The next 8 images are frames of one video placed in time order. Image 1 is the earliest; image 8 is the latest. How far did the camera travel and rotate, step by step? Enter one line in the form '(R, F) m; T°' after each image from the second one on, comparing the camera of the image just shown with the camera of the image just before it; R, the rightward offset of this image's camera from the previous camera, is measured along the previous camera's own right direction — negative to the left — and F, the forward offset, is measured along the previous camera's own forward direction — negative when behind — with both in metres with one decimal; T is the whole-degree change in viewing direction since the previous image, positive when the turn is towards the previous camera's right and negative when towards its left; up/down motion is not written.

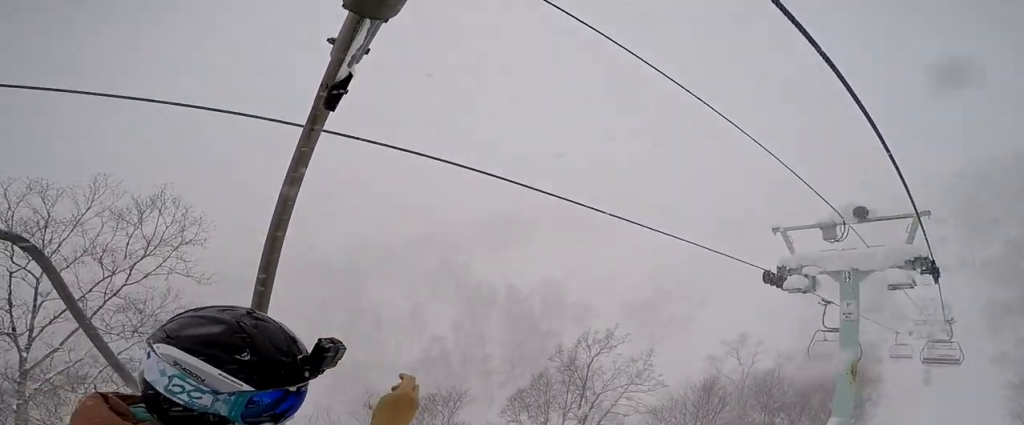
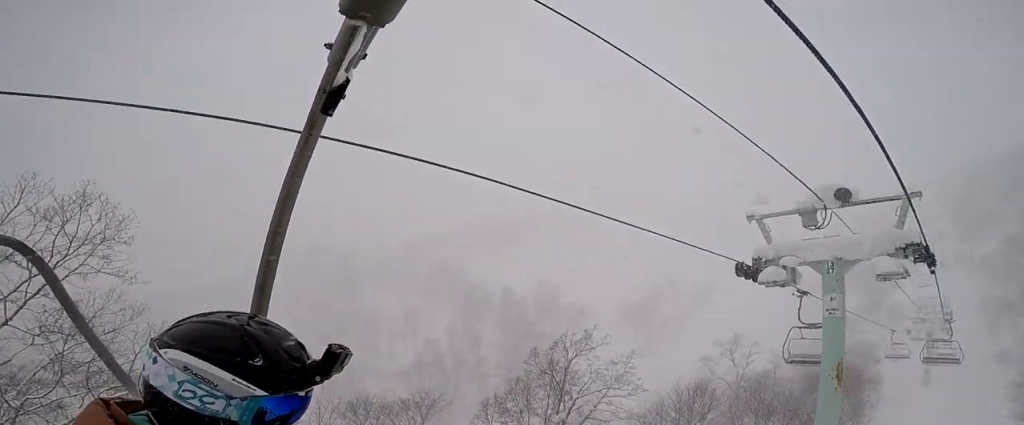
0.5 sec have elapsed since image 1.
(+0.3, +2.0) m; +5°
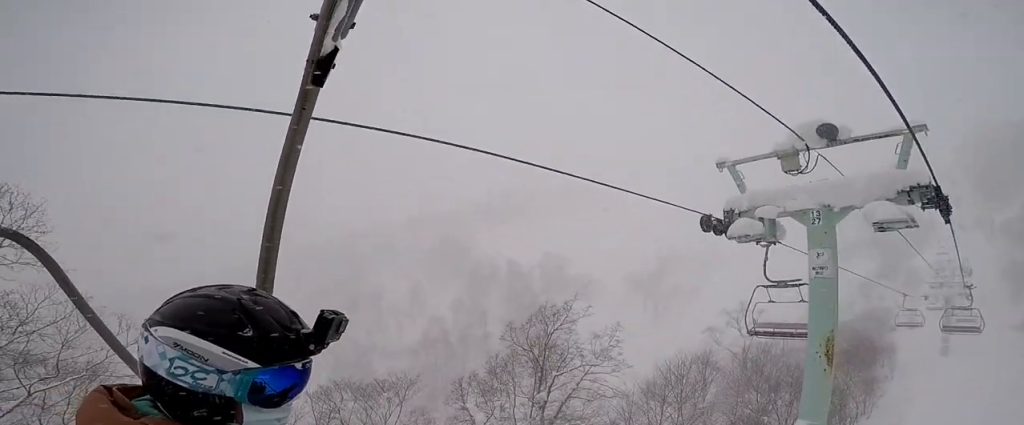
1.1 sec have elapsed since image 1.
(+0.2, +2.7) m; +1°
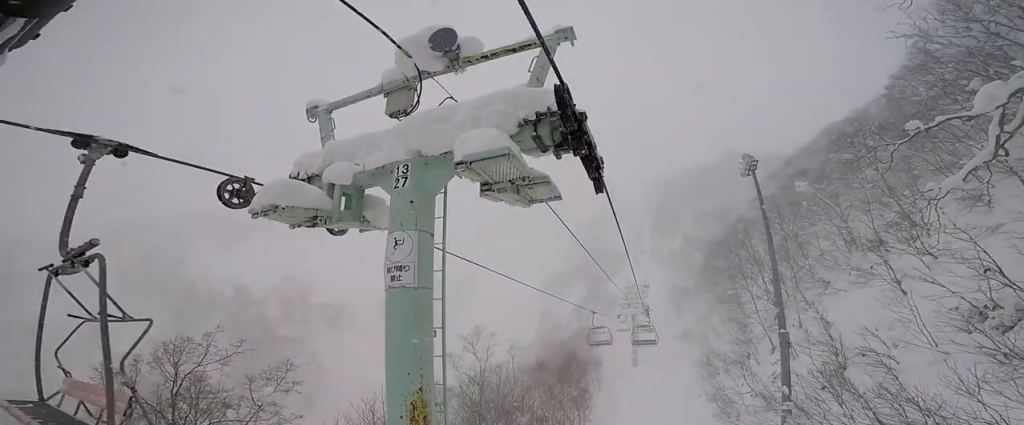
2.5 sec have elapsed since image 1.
(-0.6, +5.5) m; -7°
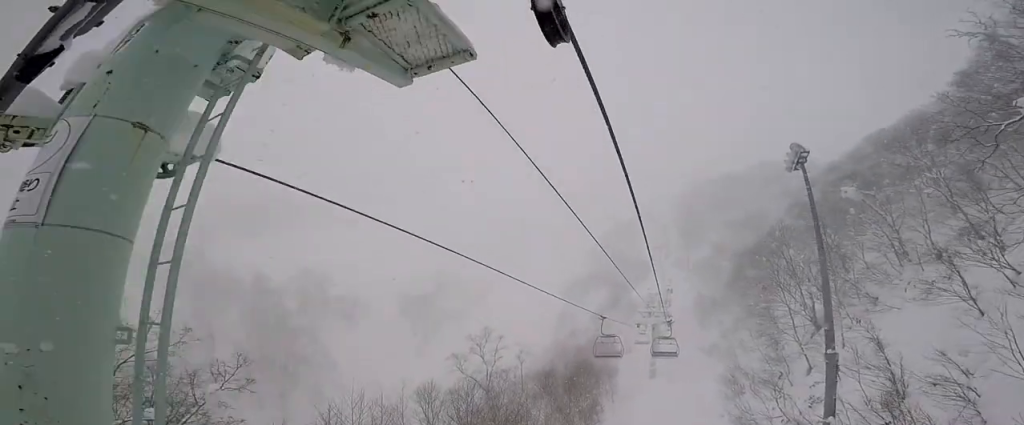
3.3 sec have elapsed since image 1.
(0.0, +2.9) m; 0°
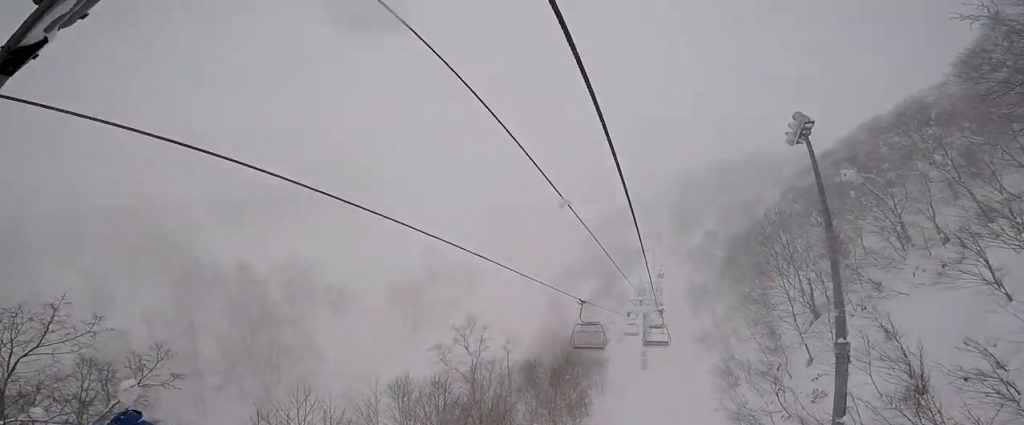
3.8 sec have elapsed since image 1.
(+0.4, +2.3) m; 0°
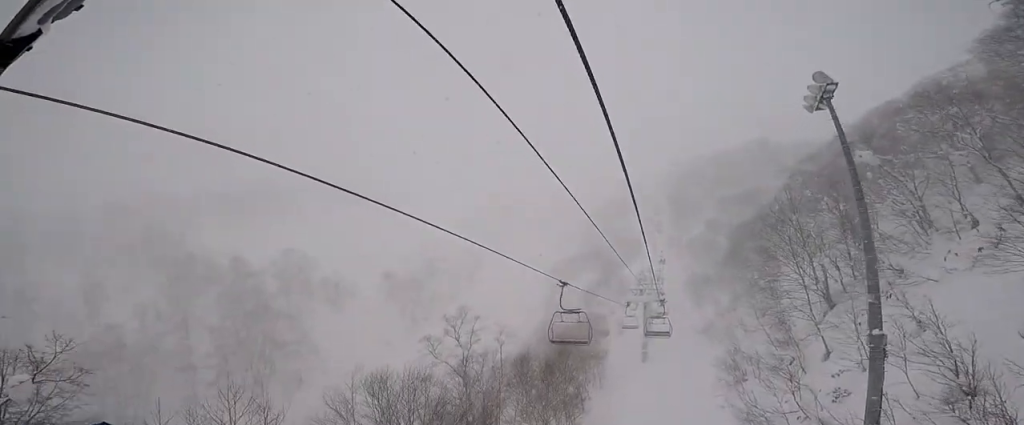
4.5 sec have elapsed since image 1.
(-0.4, +2.4) m; 0°
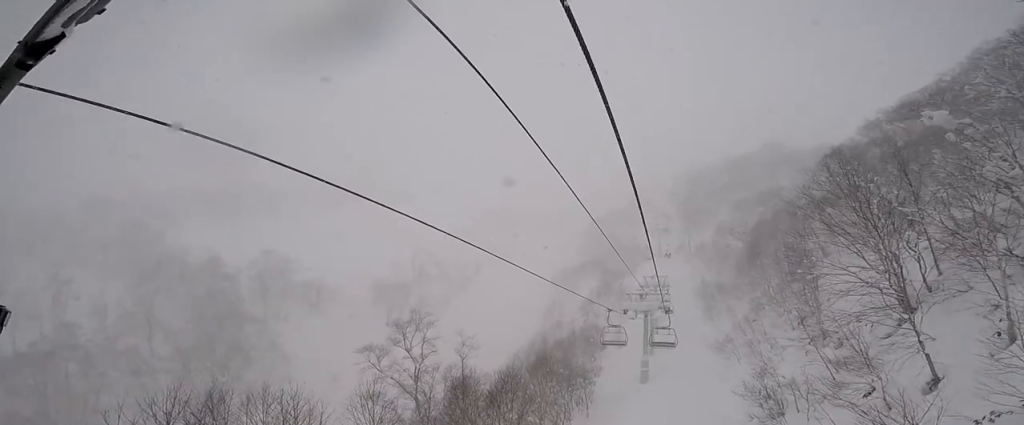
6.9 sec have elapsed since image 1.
(-0.3, +9.0) m; 0°
